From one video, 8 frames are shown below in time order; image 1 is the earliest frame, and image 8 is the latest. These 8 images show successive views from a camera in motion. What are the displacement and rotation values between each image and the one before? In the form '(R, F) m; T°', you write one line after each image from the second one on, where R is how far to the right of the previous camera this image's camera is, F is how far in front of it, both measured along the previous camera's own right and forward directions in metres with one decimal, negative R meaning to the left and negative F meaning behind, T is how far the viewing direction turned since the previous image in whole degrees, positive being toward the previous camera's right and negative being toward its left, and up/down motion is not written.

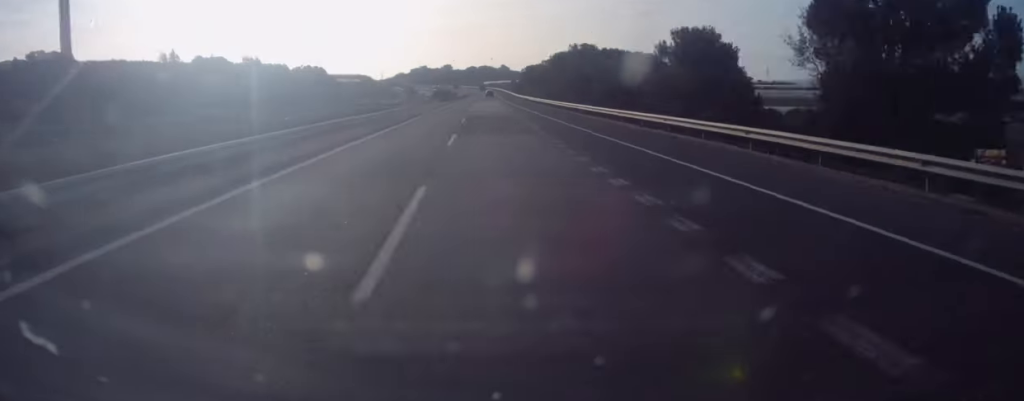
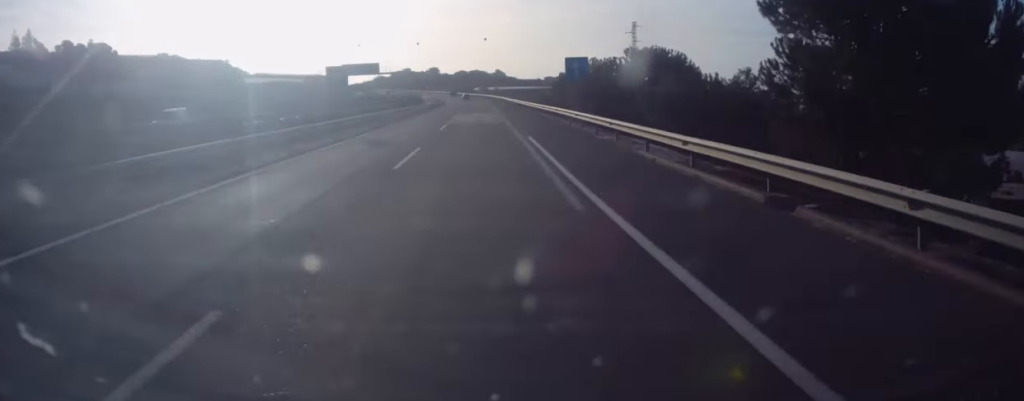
(+1.4, +112.1) m; -3°
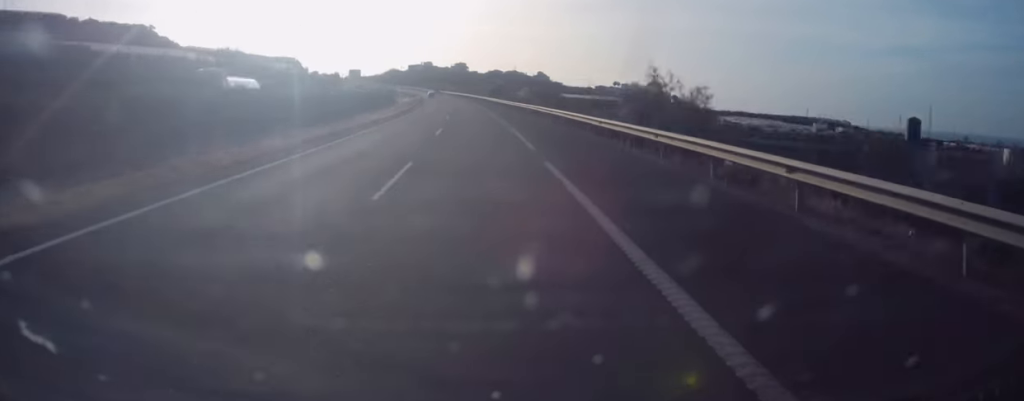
(+2.5, +136.9) m; -4°
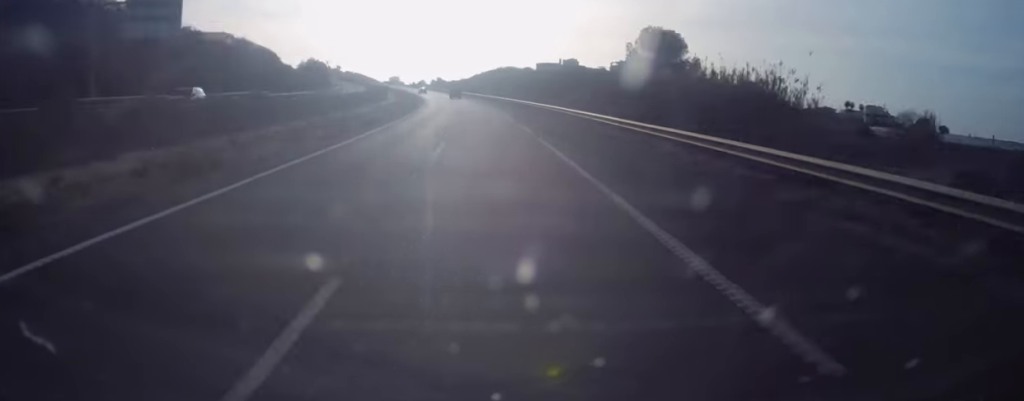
(-20.1, +231.4) m; -12°
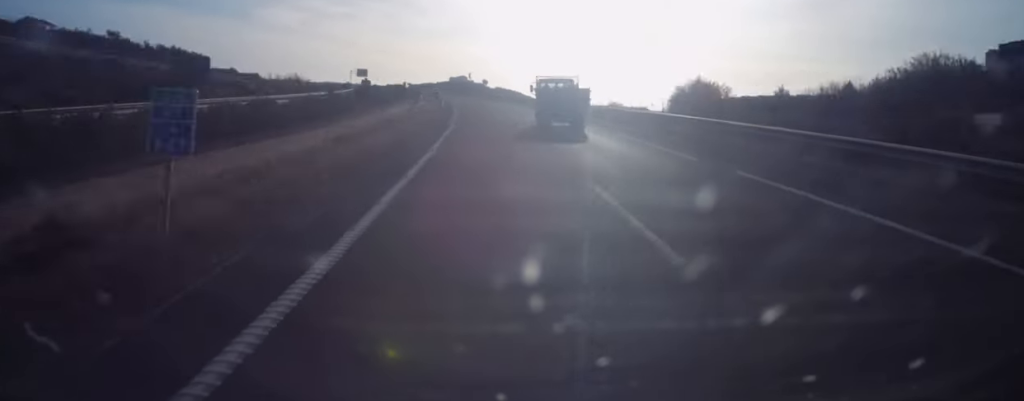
(-29.2, +241.7) m; -12°
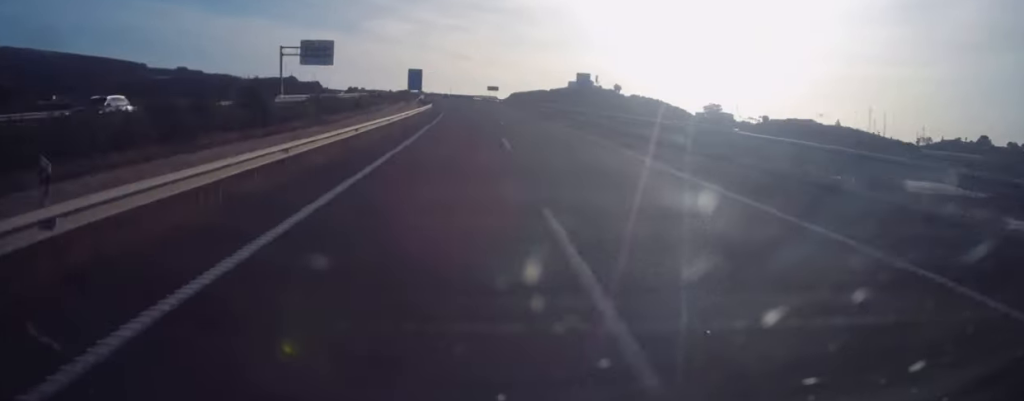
(-18.4, +203.4) m; -8°
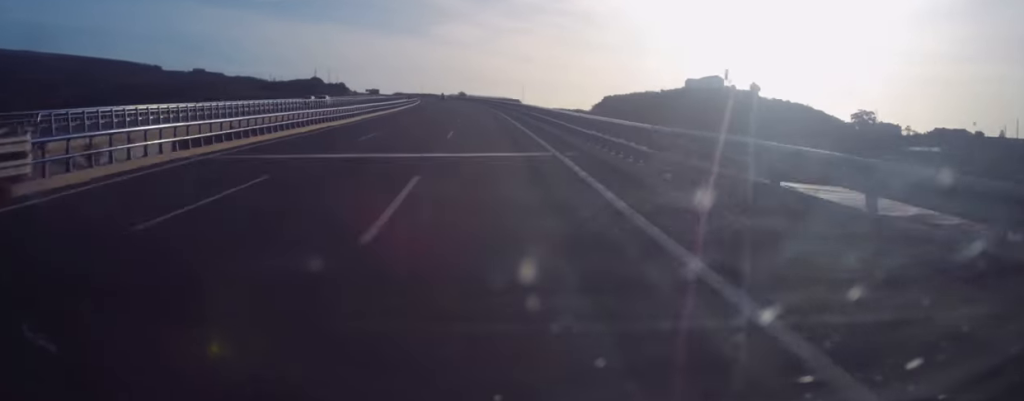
(-11.6, +166.2) m; -5°
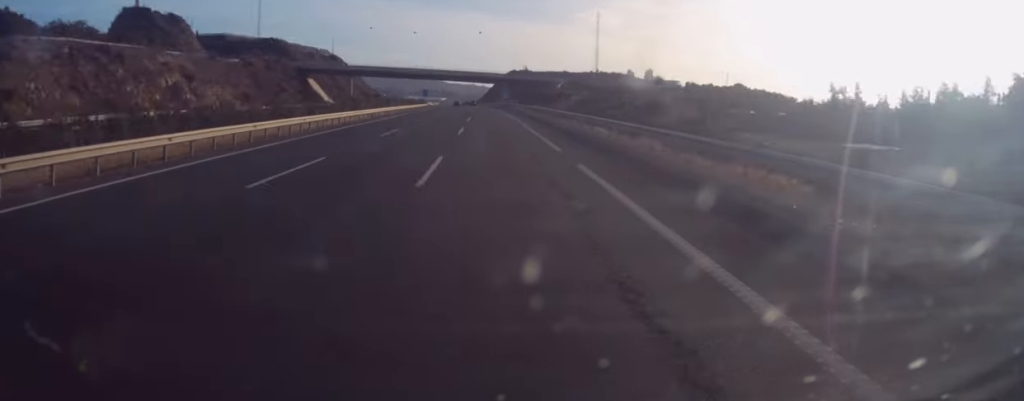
(-55.9, +505.9) m; -11°
